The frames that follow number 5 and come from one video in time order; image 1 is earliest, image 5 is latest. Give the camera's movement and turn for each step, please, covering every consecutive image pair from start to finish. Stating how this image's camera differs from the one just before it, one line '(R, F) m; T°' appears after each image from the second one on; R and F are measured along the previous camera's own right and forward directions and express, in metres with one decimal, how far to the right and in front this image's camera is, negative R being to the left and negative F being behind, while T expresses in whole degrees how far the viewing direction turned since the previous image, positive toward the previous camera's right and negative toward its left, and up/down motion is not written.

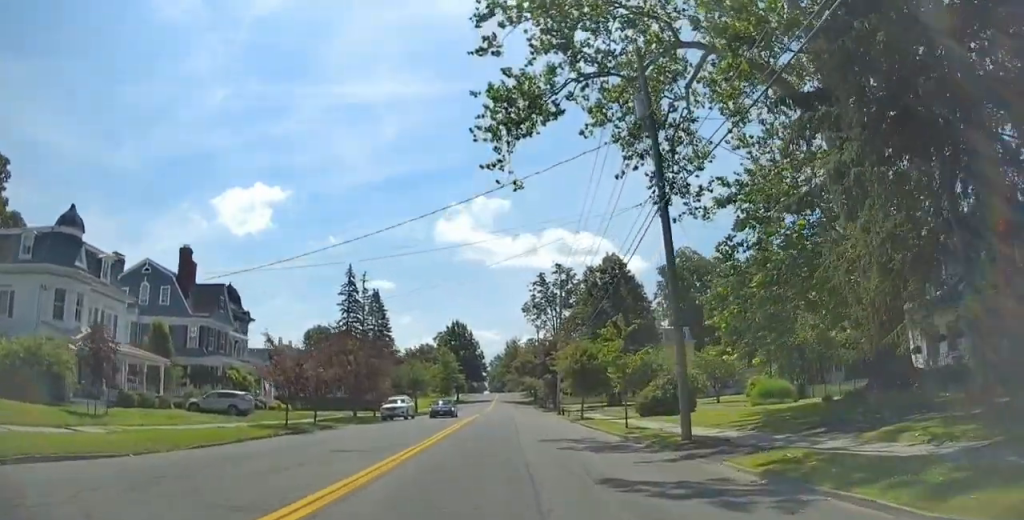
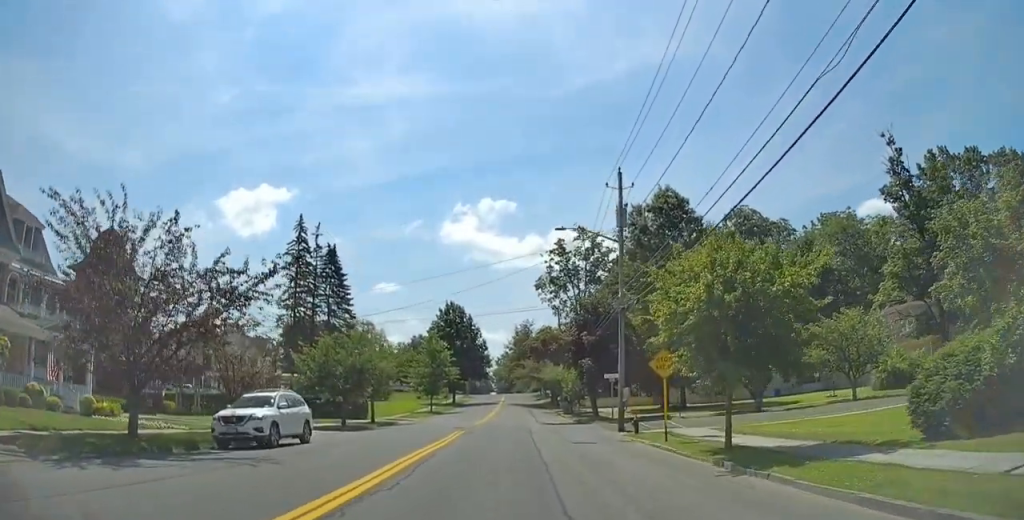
(+0.4, +29.2) m; +1°
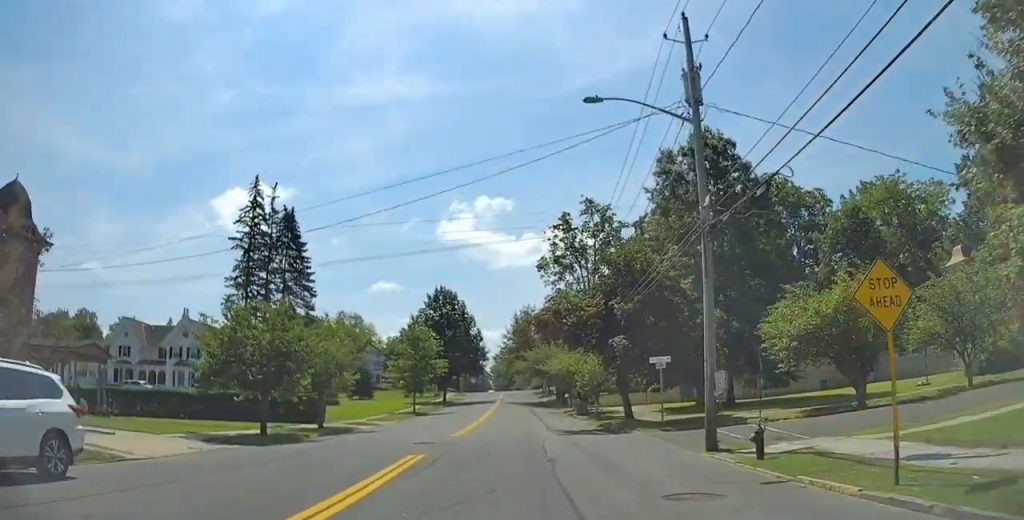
(0.0, +13.3) m; -3°
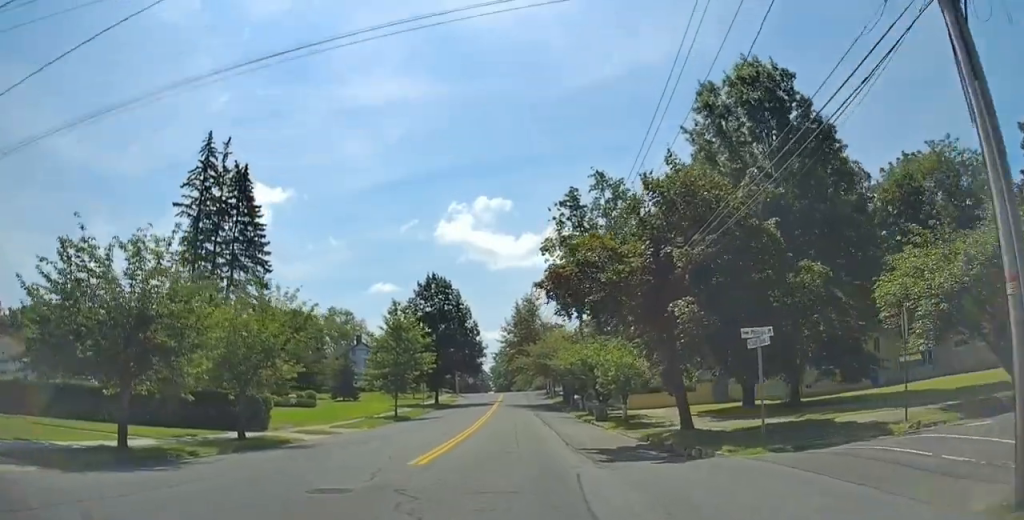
(-0.5, +10.8) m; 0°
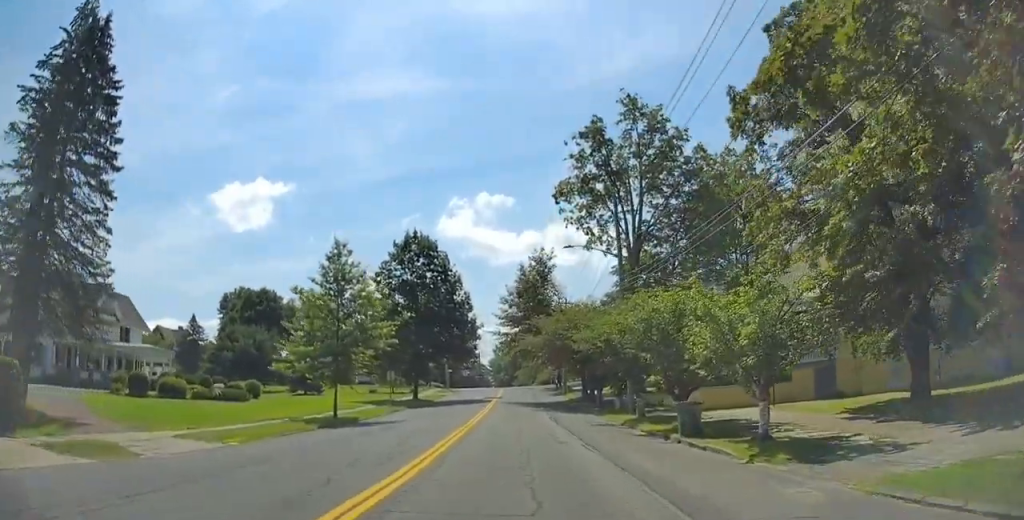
(+0.8, +19.4) m; +3°
